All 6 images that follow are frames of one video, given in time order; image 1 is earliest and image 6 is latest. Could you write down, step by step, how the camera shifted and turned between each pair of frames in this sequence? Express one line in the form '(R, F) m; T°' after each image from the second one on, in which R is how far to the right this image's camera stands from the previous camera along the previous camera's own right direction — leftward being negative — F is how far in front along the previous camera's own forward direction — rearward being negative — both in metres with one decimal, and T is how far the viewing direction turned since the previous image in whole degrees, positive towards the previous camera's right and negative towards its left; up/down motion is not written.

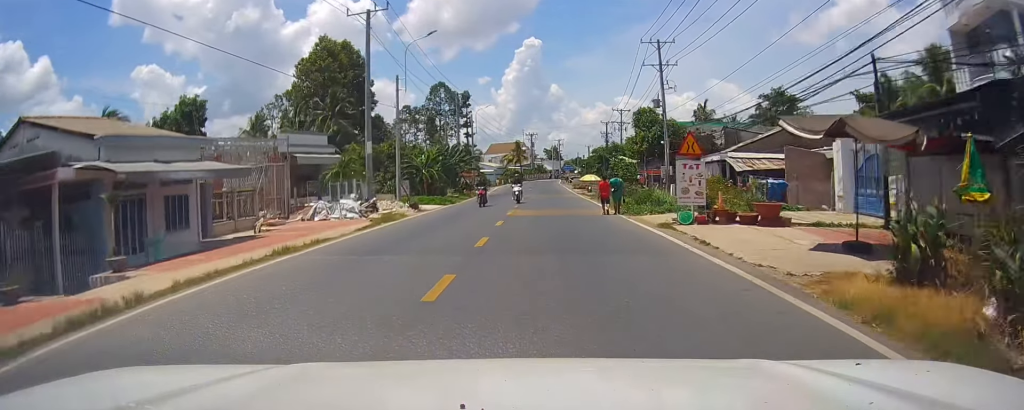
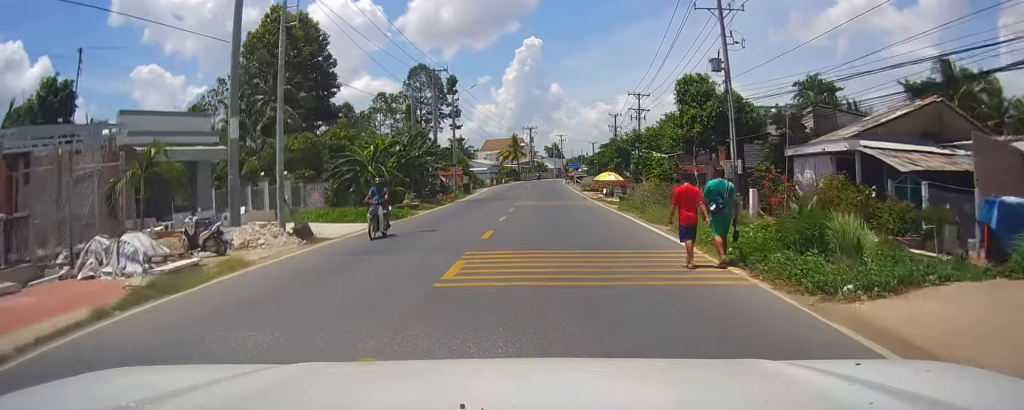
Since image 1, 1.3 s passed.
(+0.5, +17.2) m; +1°
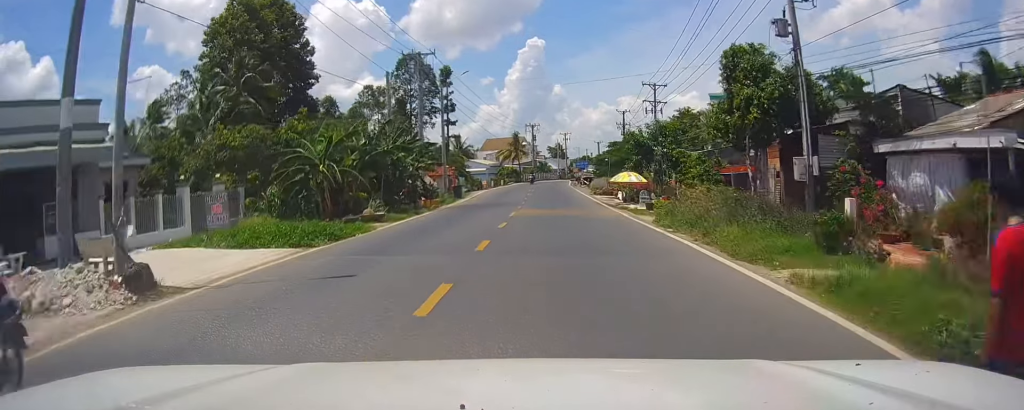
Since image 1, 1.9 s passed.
(0.0, +8.0) m; +1°
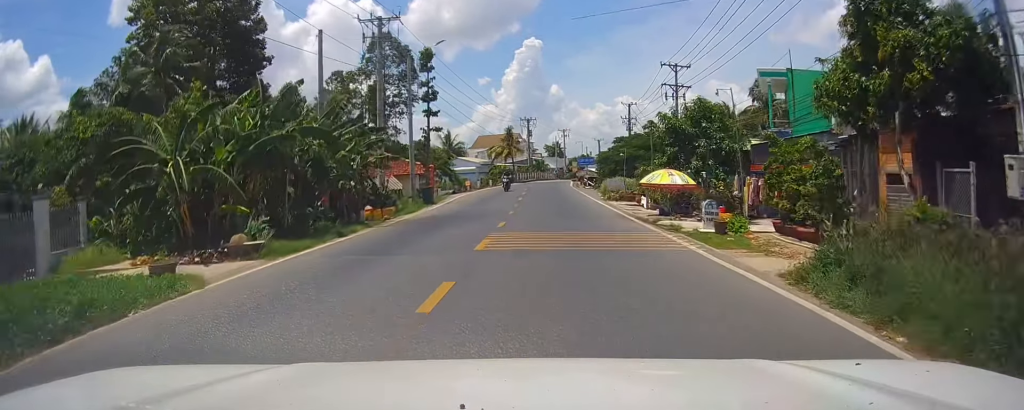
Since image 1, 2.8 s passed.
(+0.1, +11.5) m; +1°
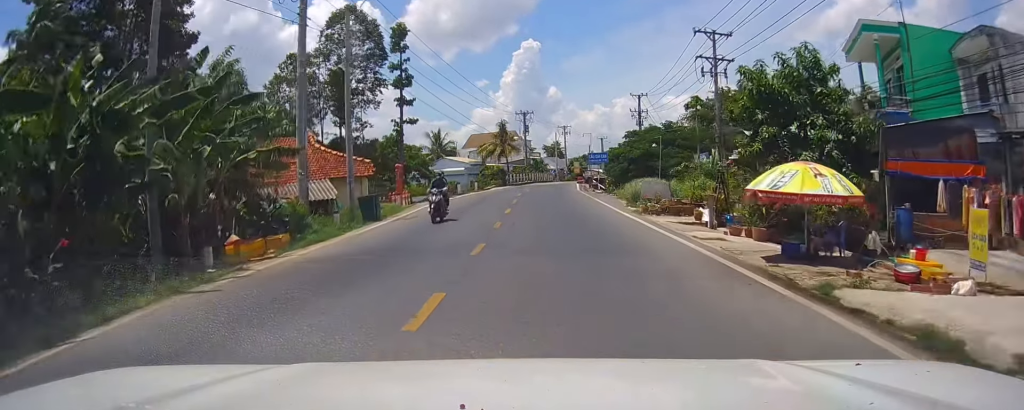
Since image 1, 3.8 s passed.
(+0.3, +13.1) m; -1°
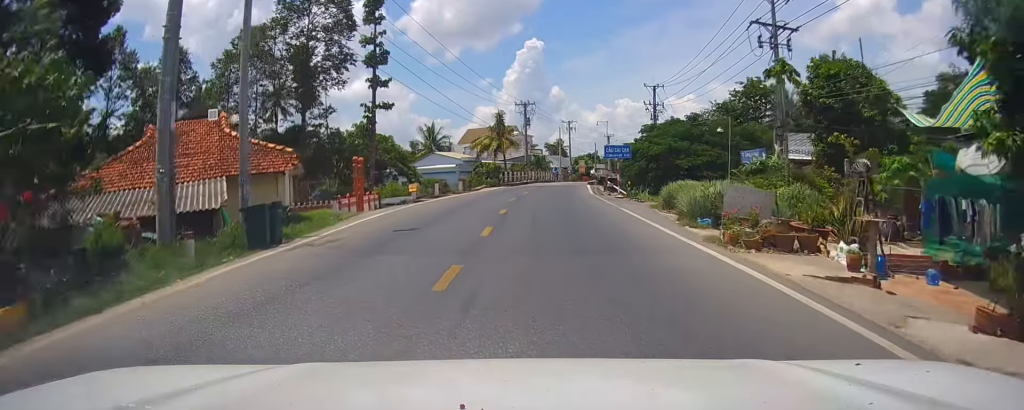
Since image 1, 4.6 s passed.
(-0.3, +10.0) m; -2°
